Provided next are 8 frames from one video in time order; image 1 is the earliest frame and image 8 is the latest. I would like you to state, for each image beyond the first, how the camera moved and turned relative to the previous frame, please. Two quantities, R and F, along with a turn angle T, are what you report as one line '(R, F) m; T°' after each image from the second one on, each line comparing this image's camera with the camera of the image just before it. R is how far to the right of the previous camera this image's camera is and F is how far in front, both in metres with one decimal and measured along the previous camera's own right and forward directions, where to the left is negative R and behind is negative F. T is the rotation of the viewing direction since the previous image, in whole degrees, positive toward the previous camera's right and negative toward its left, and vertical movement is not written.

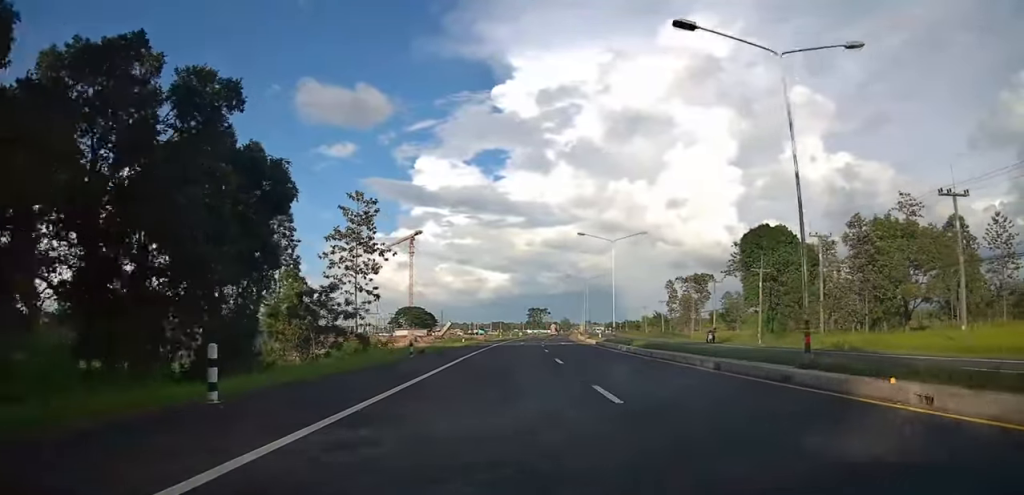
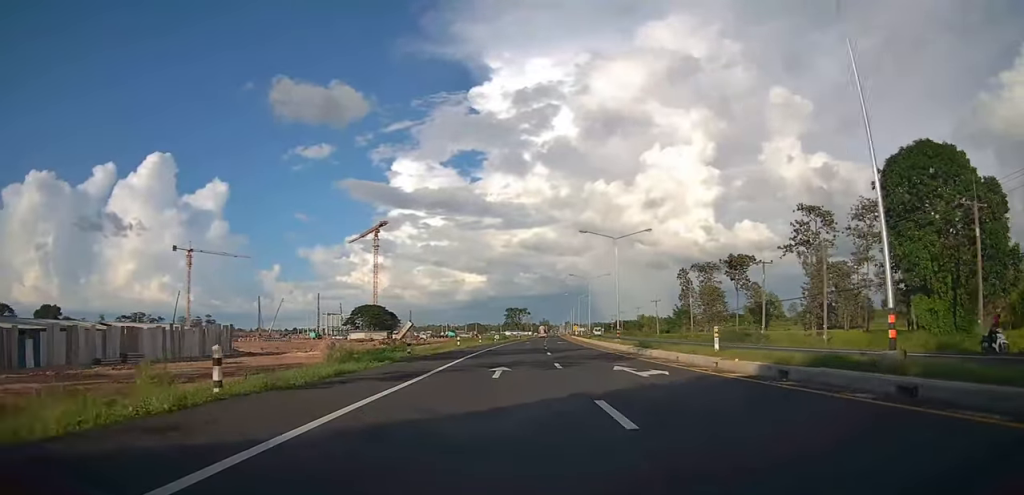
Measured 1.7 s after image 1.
(+1.5, +39.5) m; +3°
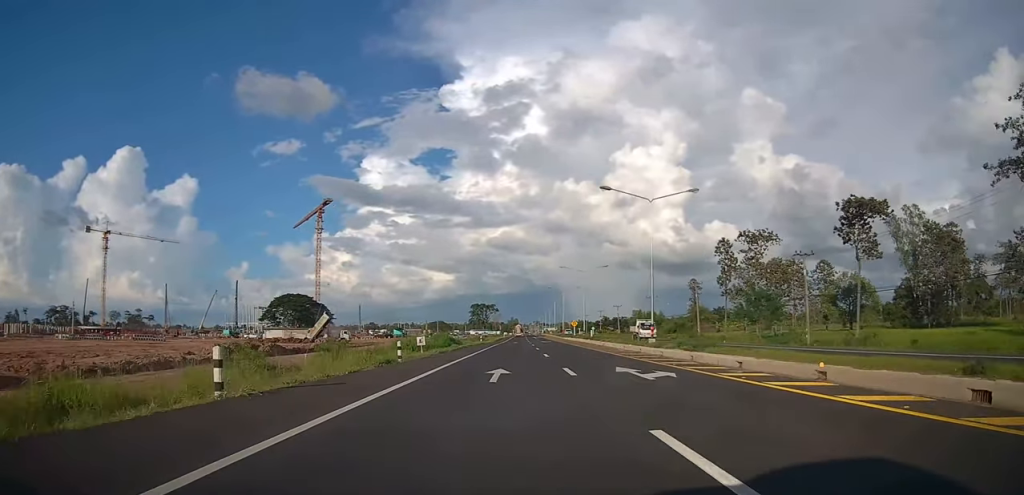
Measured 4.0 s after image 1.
(+1.8, +51.6) m; +3°
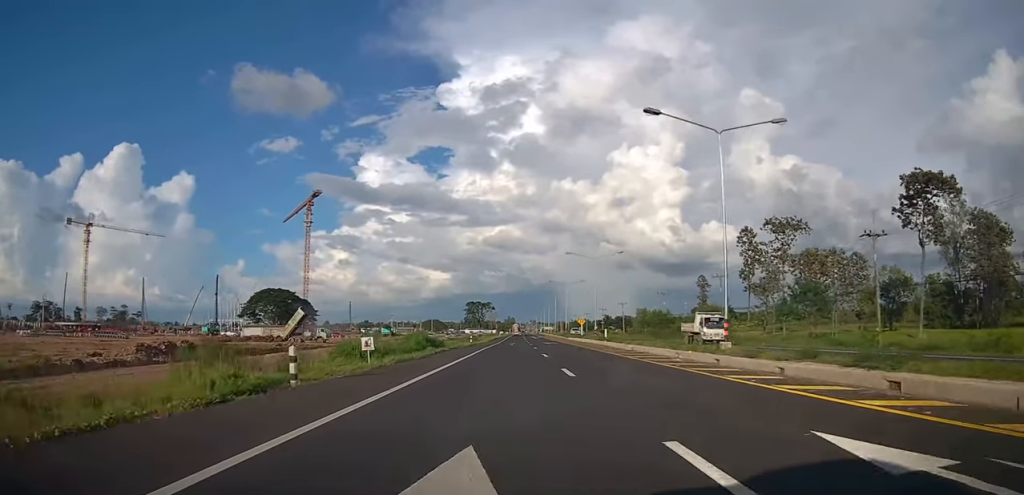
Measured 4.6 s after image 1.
(-0.3, +12.6) m; 0°
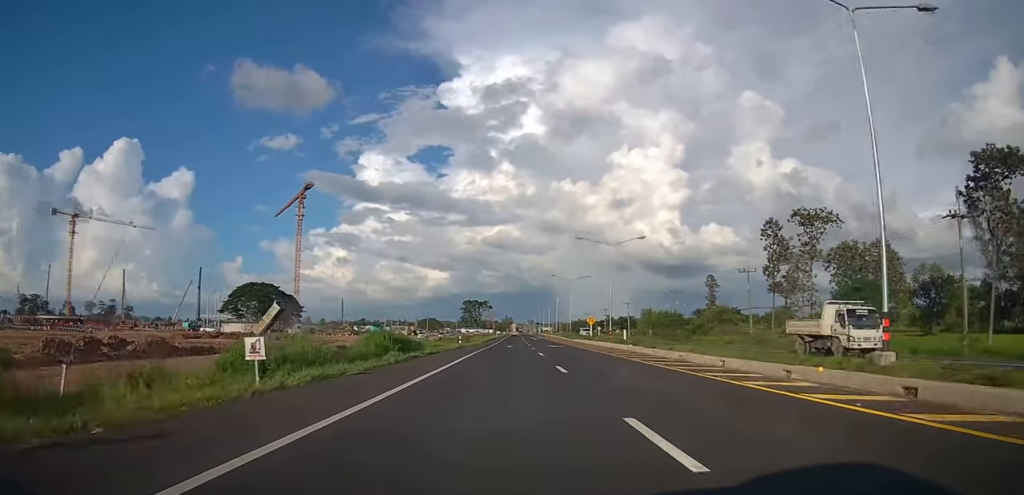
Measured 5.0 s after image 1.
(-0.3, +10.3) m; 0°
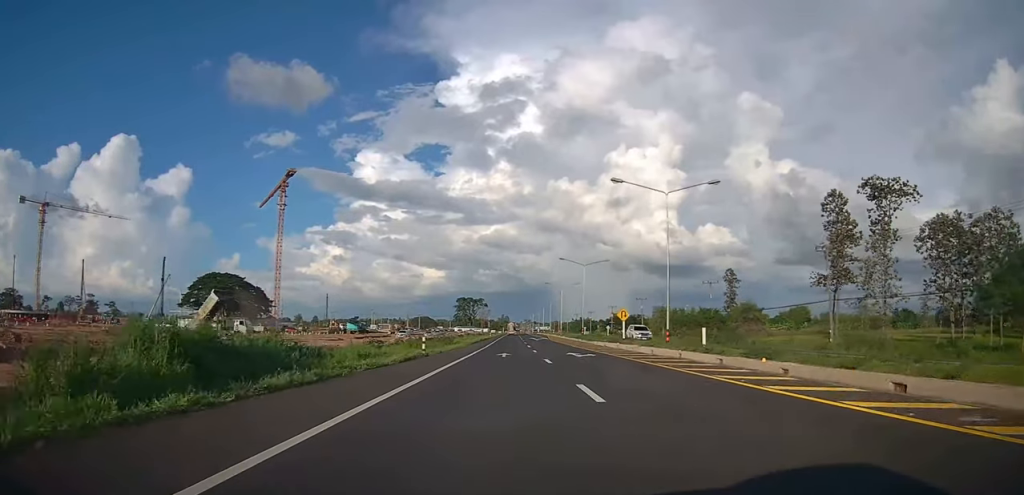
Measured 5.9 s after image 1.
(+0.6, +19.6) m; +1°
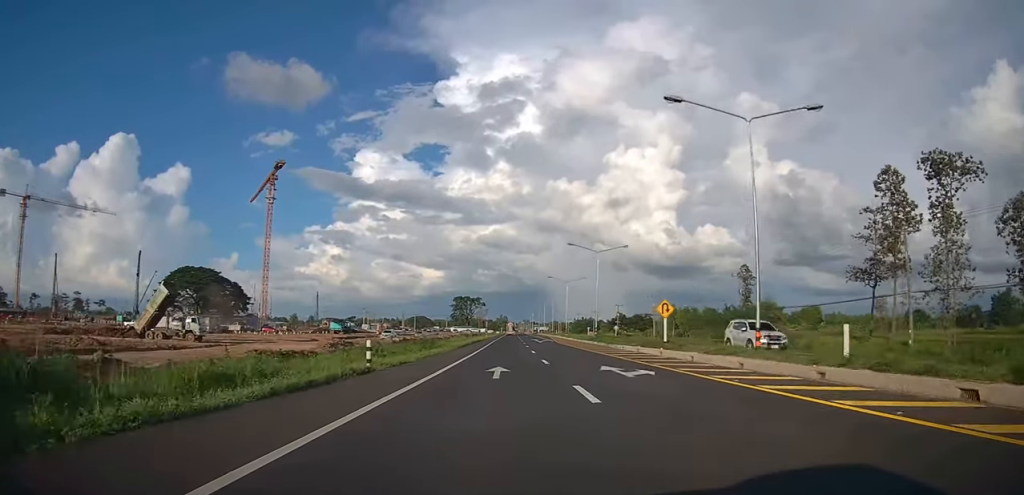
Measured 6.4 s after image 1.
(0.0, +11.9) m; 0°
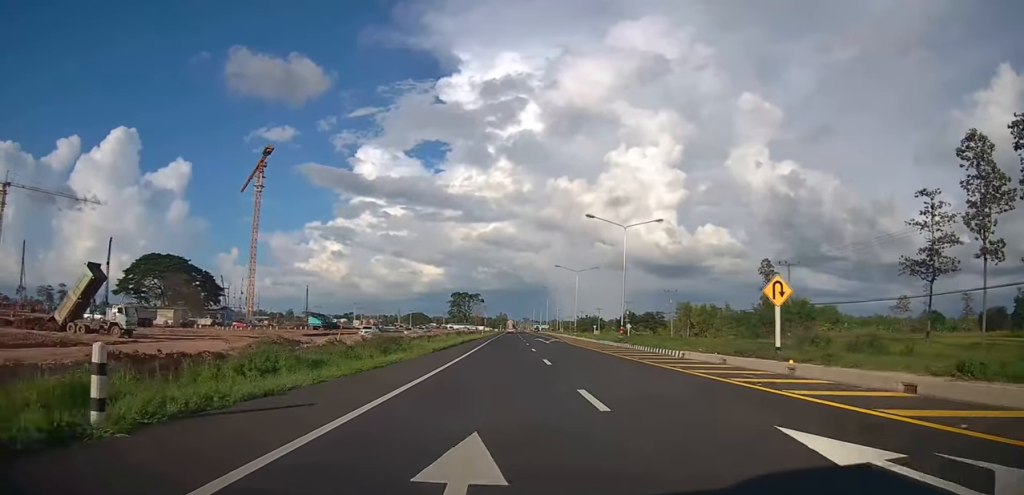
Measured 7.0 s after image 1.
(-0.1, +13.5) m; 0°
